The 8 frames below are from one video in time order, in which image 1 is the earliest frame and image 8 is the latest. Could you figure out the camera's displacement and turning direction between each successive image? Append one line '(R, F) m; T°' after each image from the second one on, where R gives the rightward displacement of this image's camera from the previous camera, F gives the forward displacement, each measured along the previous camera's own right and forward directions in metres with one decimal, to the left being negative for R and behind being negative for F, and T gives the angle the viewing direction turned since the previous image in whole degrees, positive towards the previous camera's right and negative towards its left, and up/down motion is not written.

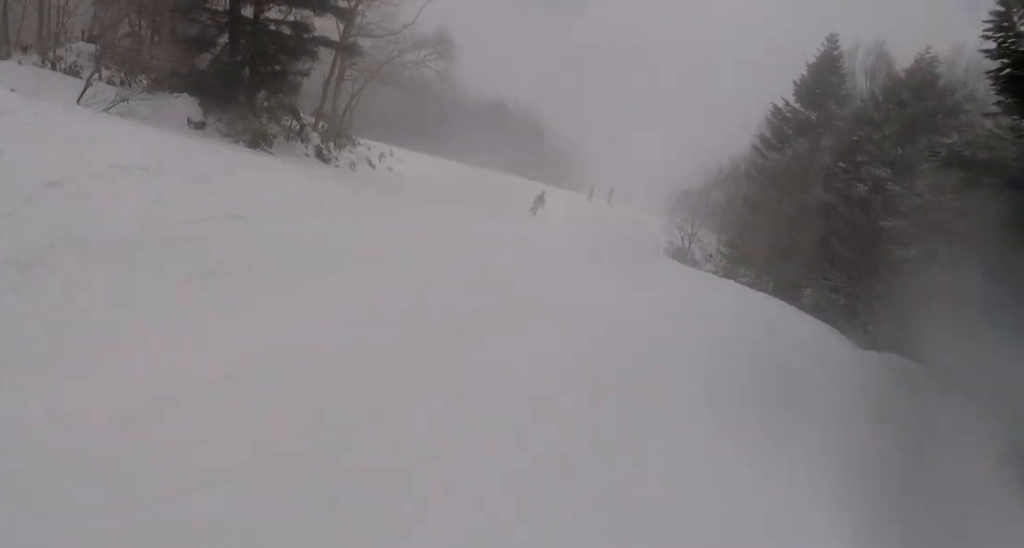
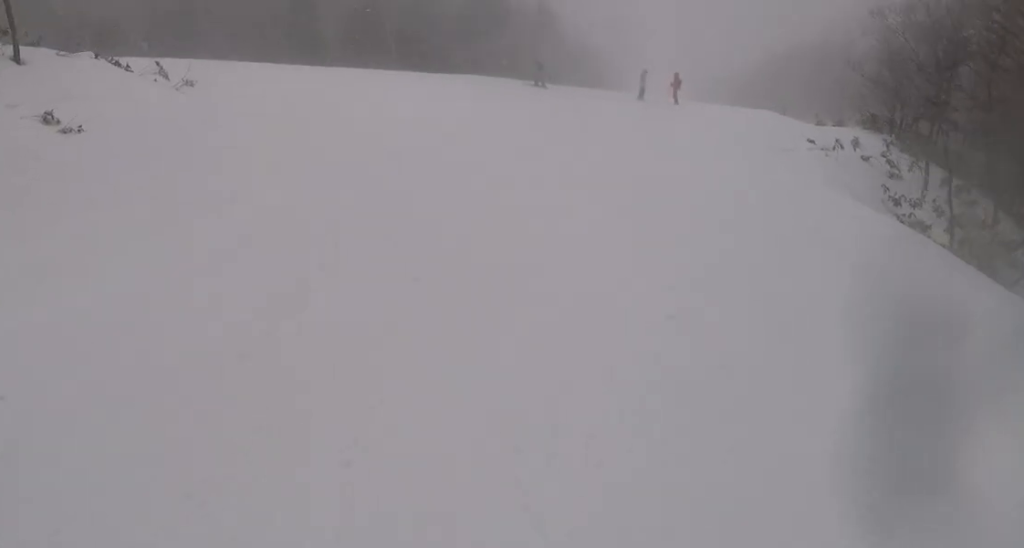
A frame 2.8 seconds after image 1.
(+0.5, +26.6) m; +3°
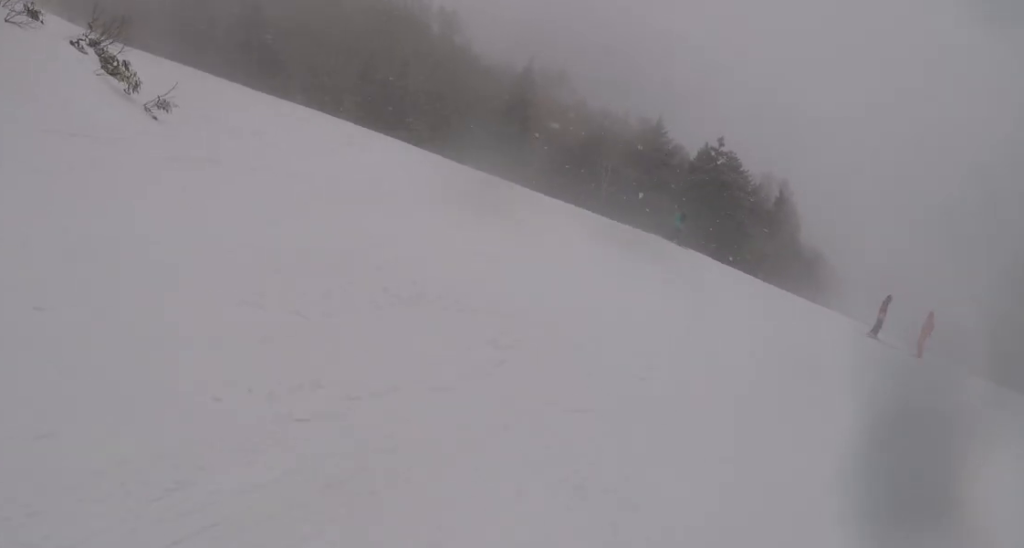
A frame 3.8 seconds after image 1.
(-0.4, +8.2) m; -11°
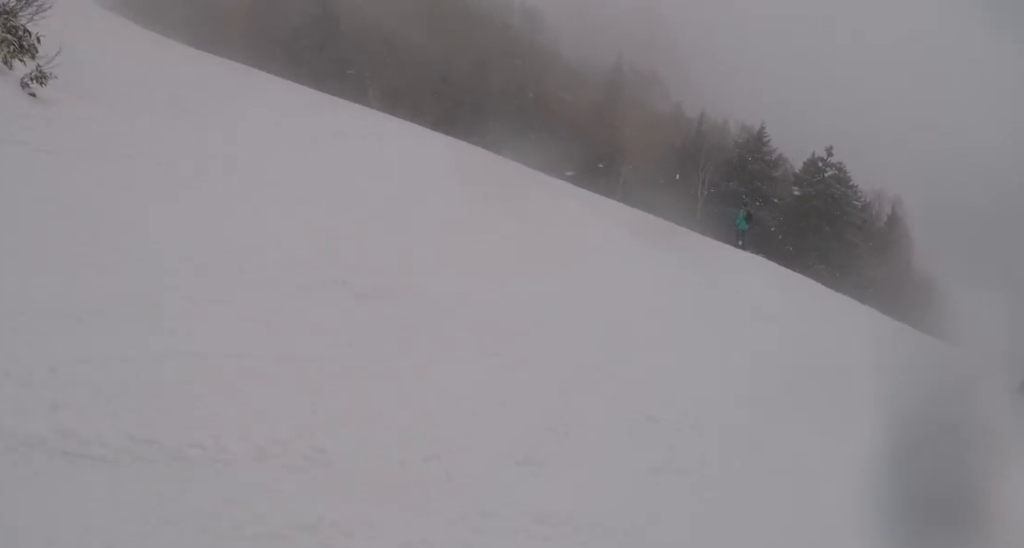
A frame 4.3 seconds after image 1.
(-0.4, +4.4) m; -8°
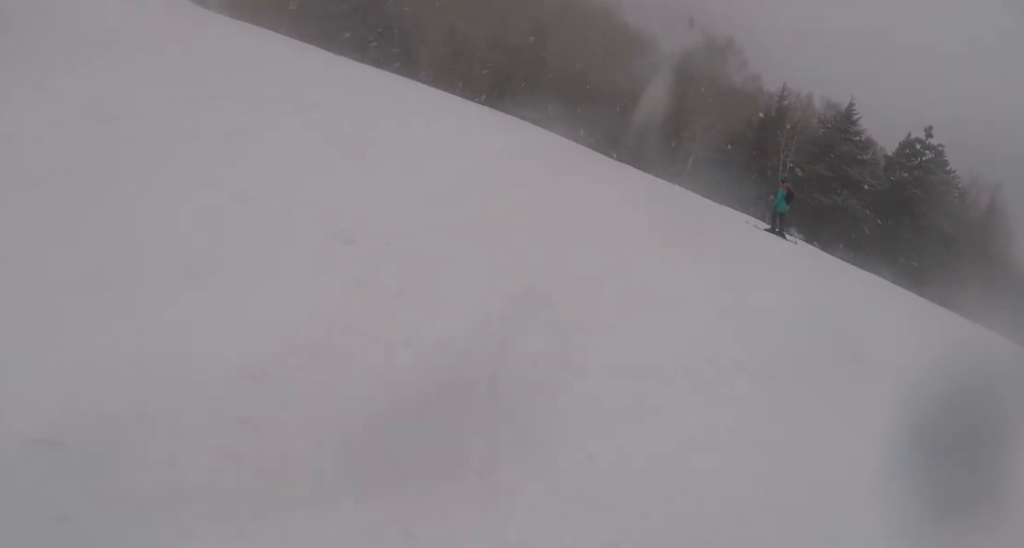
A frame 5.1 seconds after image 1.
(-0.6, +6.0) m; -10°
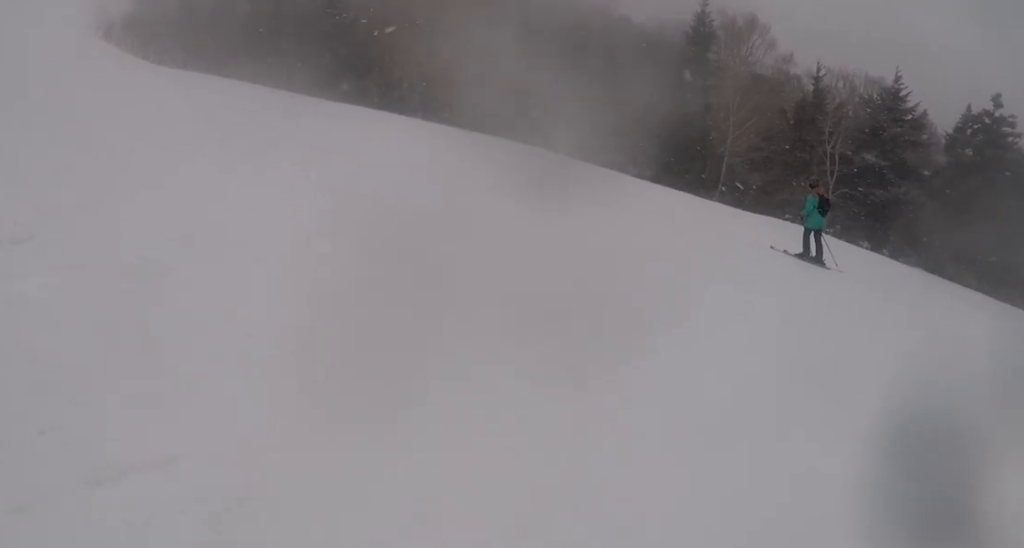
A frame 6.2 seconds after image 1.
(-1.0, +7.6) m; -8°
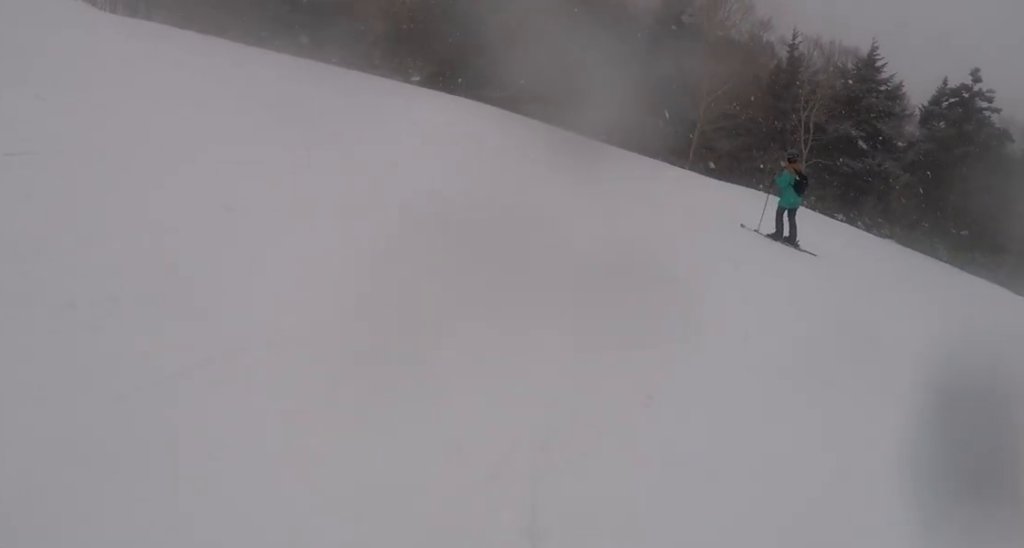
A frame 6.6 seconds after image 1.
(0.0, +2.2) m; +1°
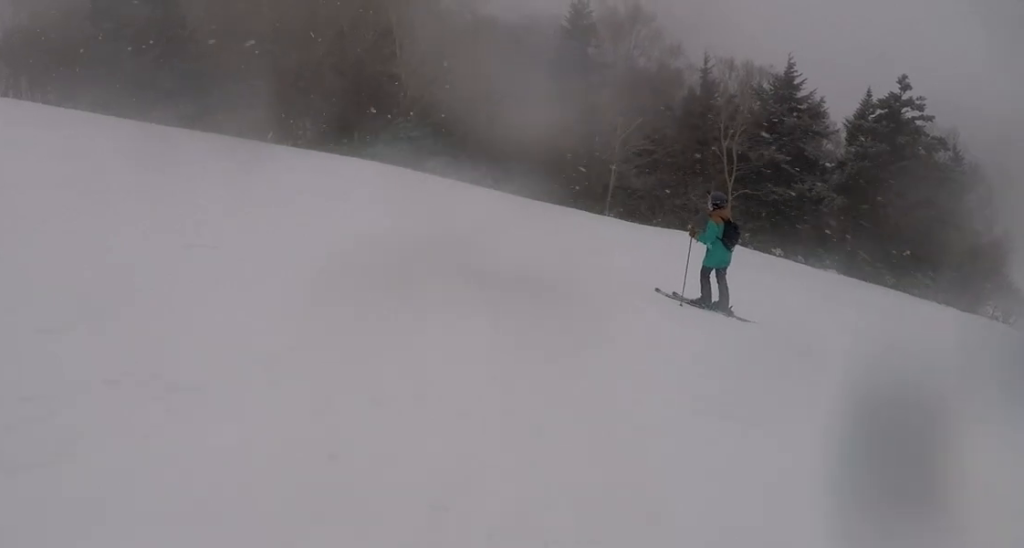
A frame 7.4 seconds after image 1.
(+0.2, +3.6) m; +5°
